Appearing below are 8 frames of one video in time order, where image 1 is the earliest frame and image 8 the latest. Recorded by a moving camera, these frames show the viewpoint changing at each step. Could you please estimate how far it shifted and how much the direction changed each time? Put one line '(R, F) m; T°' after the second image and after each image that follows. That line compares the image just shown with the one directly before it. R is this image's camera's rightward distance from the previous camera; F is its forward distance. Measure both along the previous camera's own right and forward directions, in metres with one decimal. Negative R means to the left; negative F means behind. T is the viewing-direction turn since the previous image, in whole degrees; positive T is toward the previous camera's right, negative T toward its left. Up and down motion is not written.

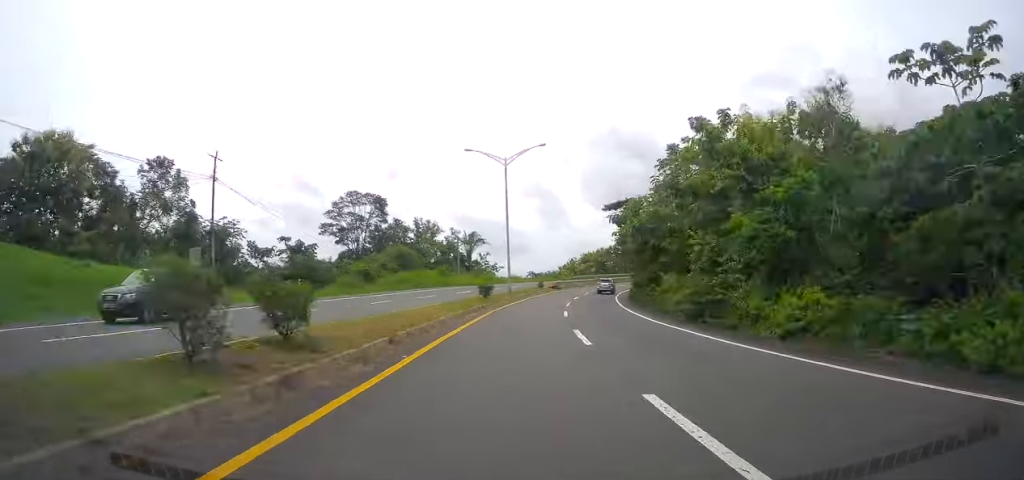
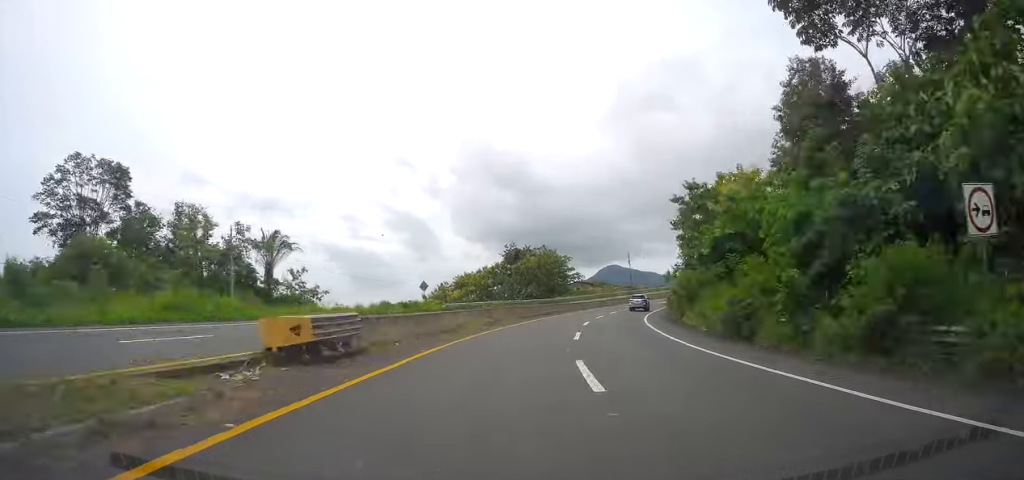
(+3.5, +67.3) m; +8°
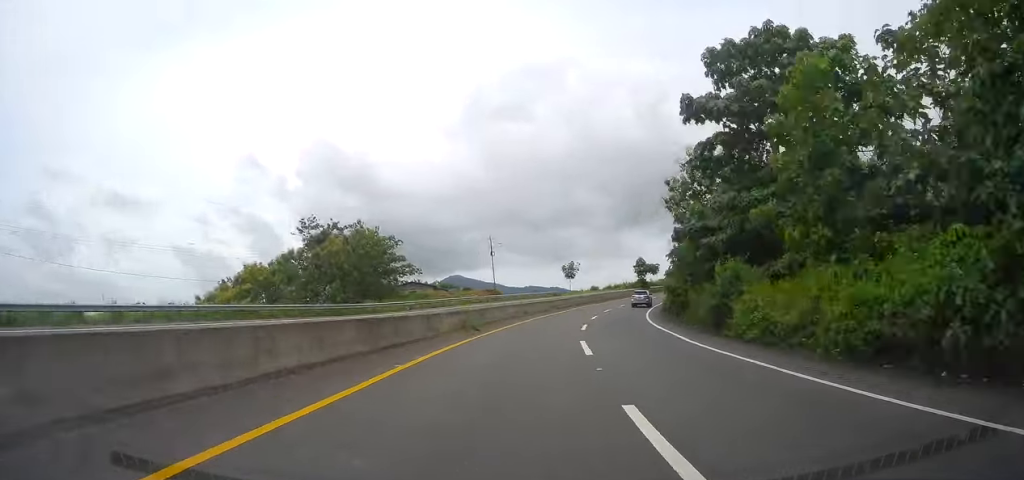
(+5.2, +56.3) m; +13°
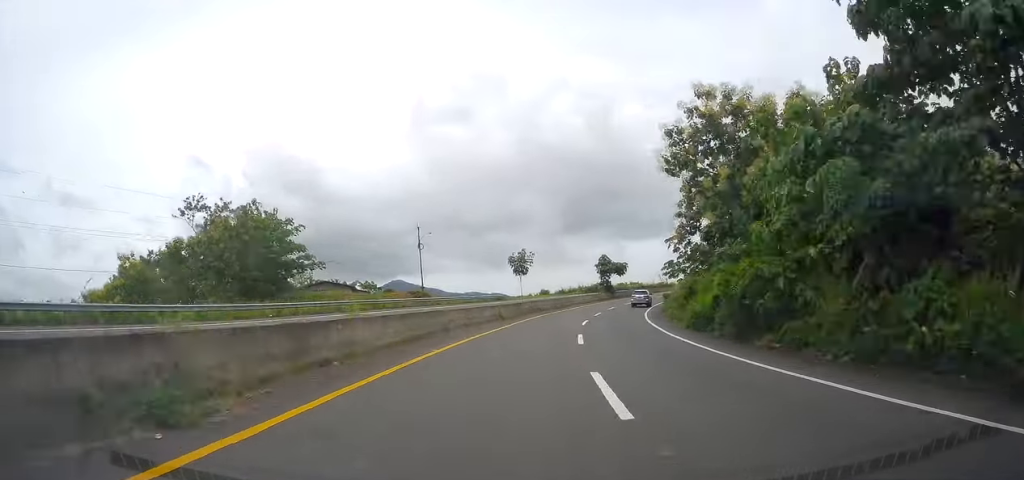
(-0.5, +21.8) m; +6°
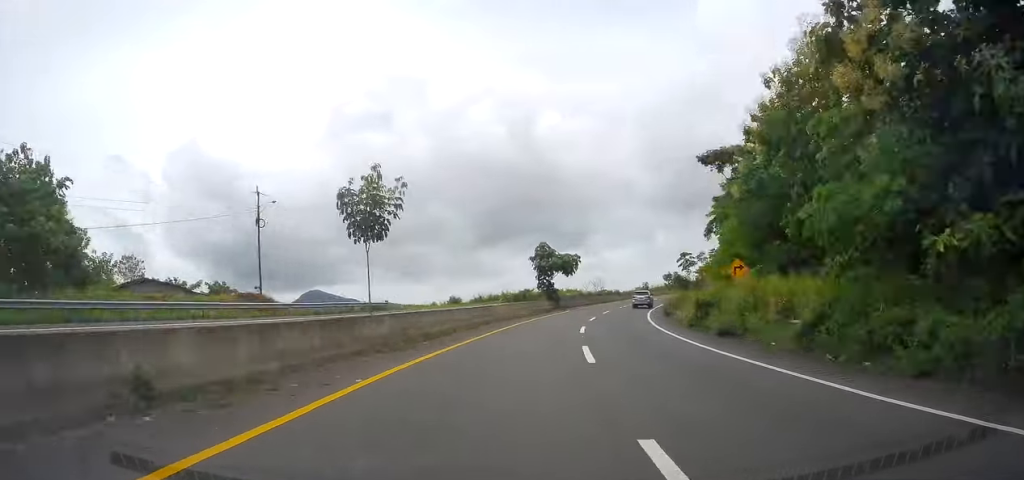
(+4.0, +30.5) m; +10°
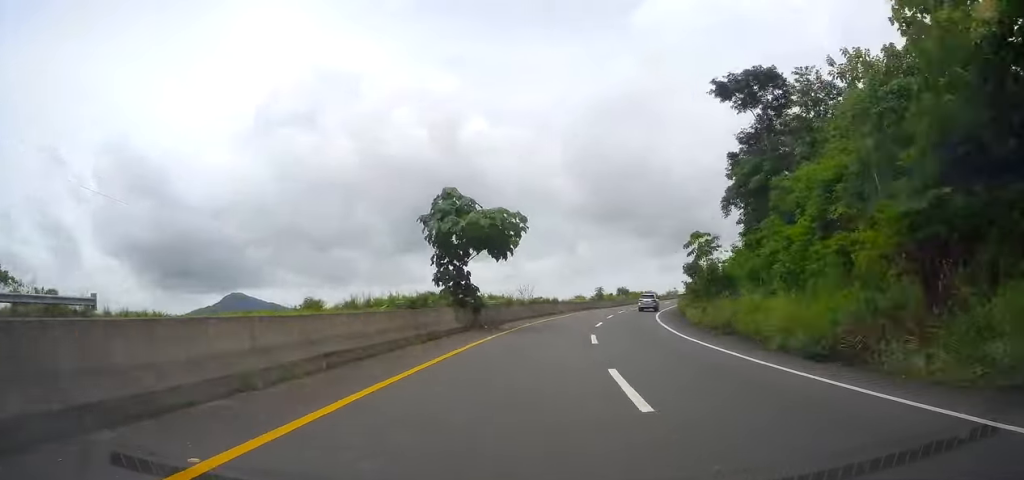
(+2.6, +30.0) m; +10°
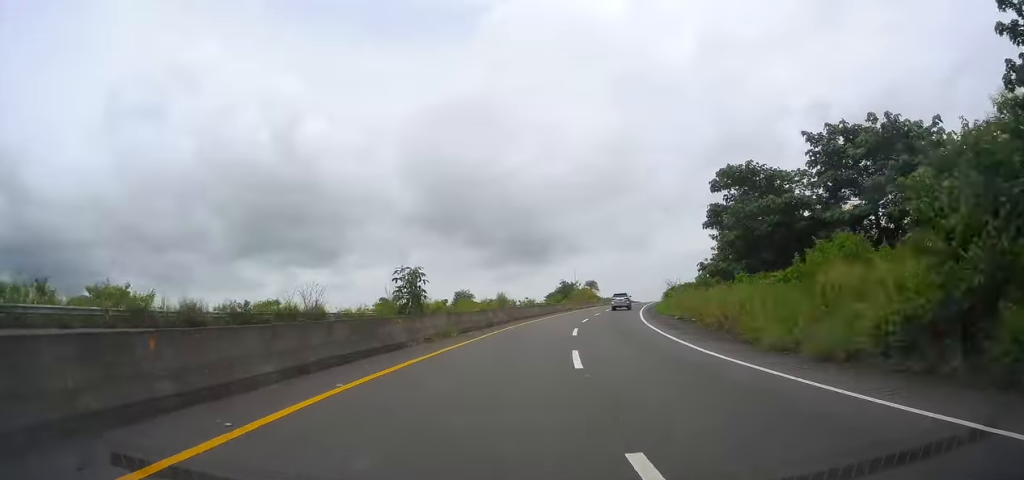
(+8.9, +54.6) m; +17°
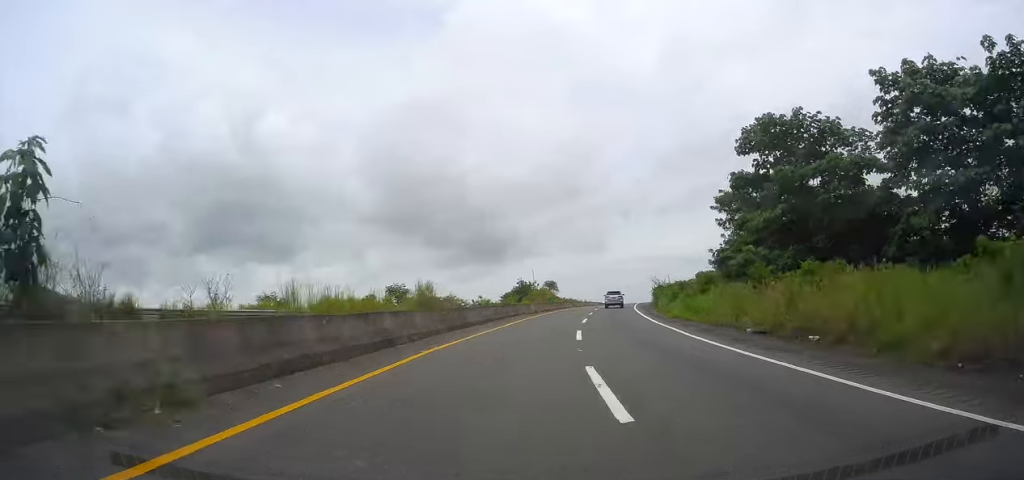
(+0.4, +18.4) m; +5°
